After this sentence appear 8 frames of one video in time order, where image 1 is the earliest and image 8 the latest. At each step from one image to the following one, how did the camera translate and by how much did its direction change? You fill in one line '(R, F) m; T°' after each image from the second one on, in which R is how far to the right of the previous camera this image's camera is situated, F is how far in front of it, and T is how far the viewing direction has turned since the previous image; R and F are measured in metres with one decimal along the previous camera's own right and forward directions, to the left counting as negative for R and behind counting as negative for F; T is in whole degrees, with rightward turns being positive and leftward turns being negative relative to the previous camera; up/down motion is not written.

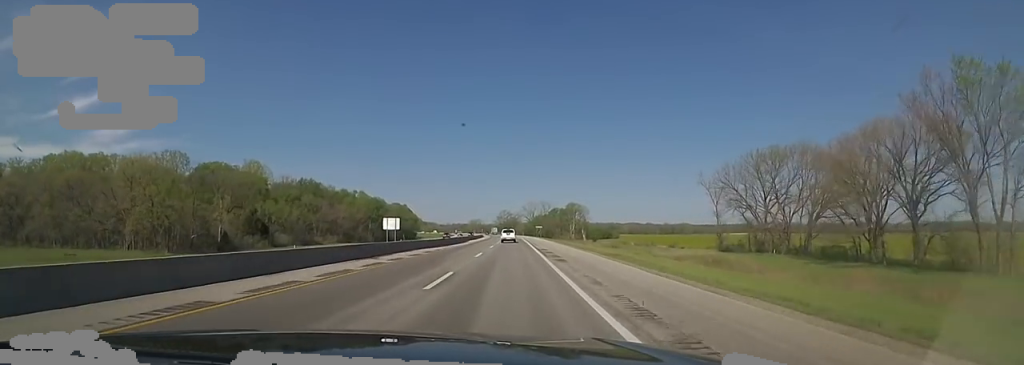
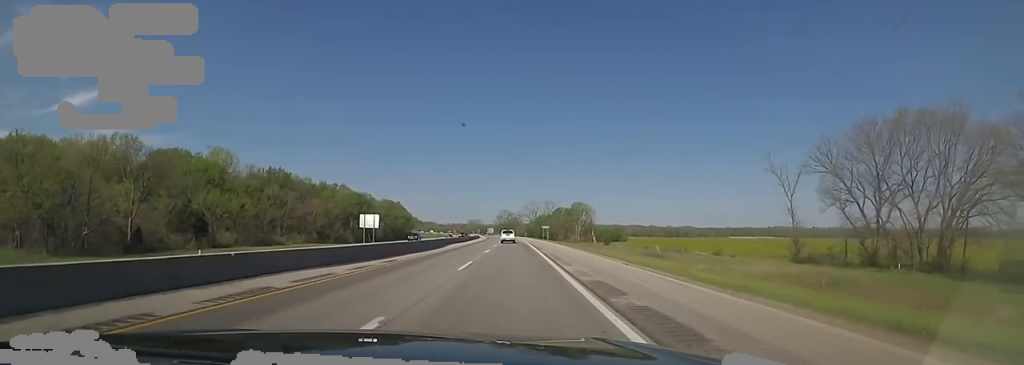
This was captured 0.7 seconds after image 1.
(+0.3, +24.0) m; -1°
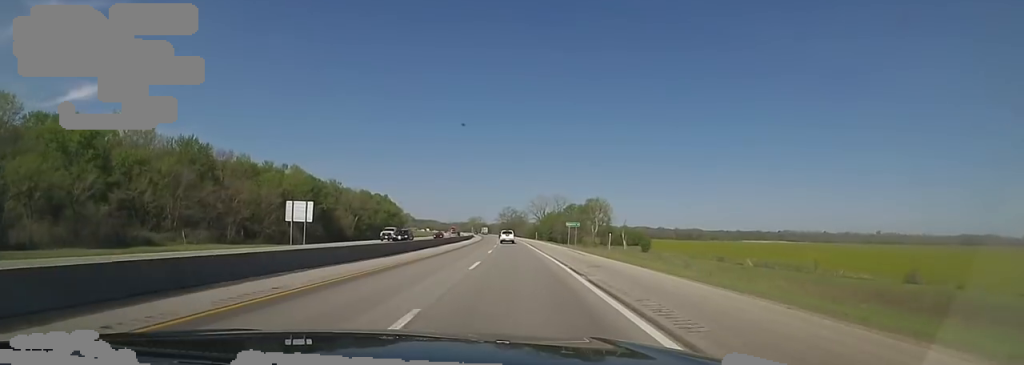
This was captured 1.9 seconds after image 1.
(-1.0, +46.3) m; 0°
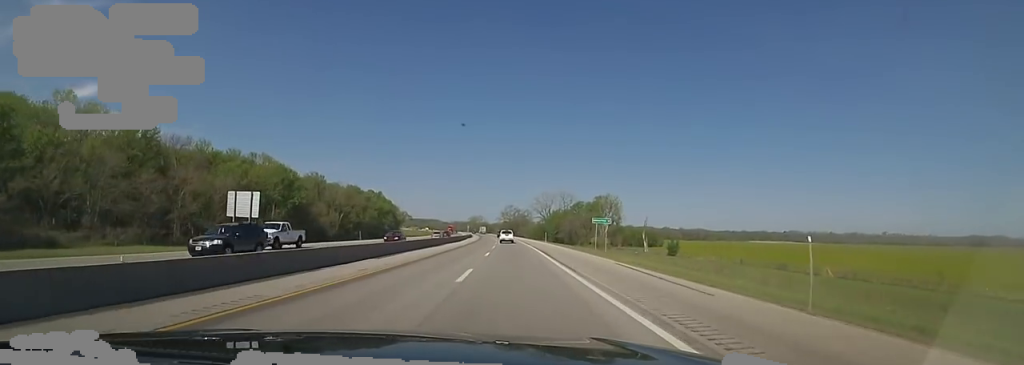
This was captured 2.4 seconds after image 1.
(+0.9, +20.6) m; 0°
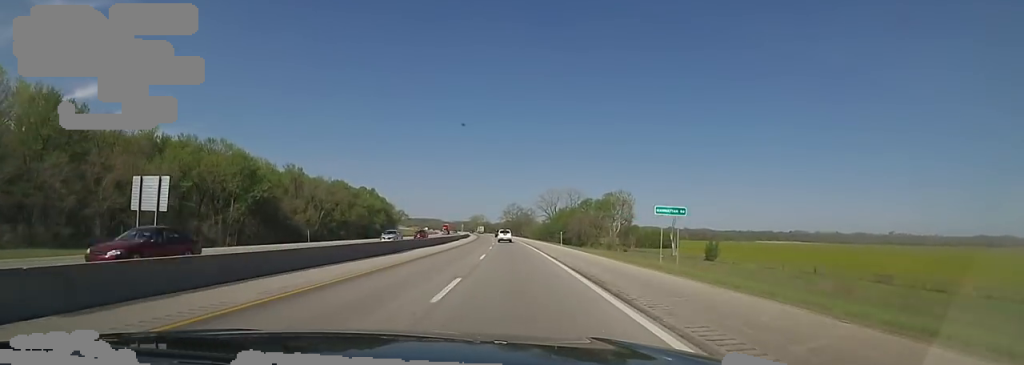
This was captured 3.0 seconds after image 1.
(+0.3, +20.4) m; -1°
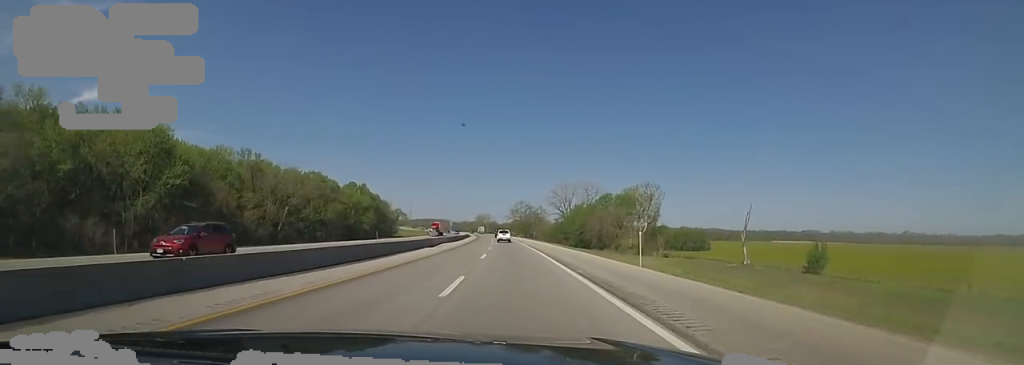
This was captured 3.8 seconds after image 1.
(-1.1, +30.1) m; -2°
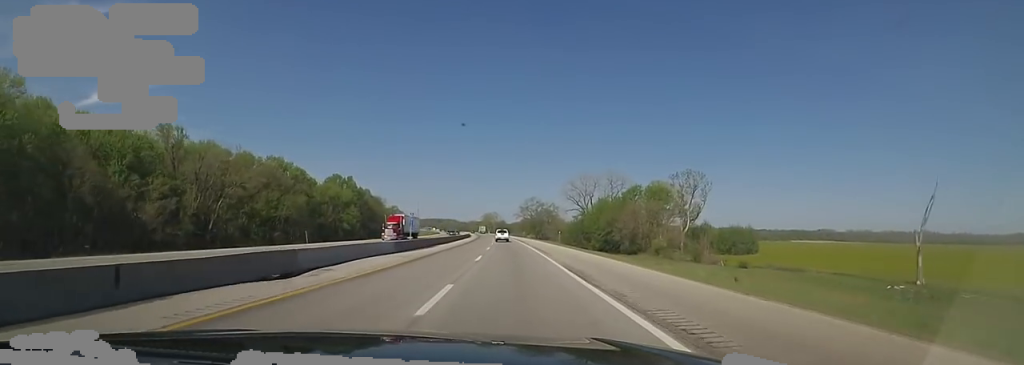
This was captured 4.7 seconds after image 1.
(-0.2, +32.8) m; +1°
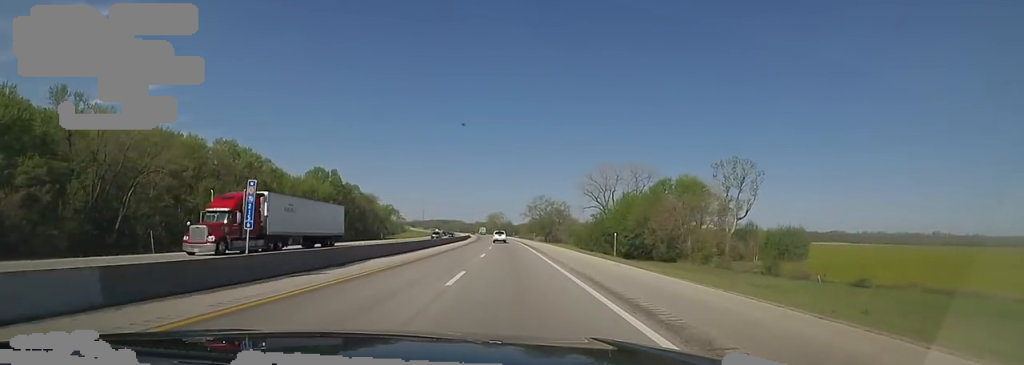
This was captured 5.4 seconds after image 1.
(+0.4, +25.2) m; -1°
